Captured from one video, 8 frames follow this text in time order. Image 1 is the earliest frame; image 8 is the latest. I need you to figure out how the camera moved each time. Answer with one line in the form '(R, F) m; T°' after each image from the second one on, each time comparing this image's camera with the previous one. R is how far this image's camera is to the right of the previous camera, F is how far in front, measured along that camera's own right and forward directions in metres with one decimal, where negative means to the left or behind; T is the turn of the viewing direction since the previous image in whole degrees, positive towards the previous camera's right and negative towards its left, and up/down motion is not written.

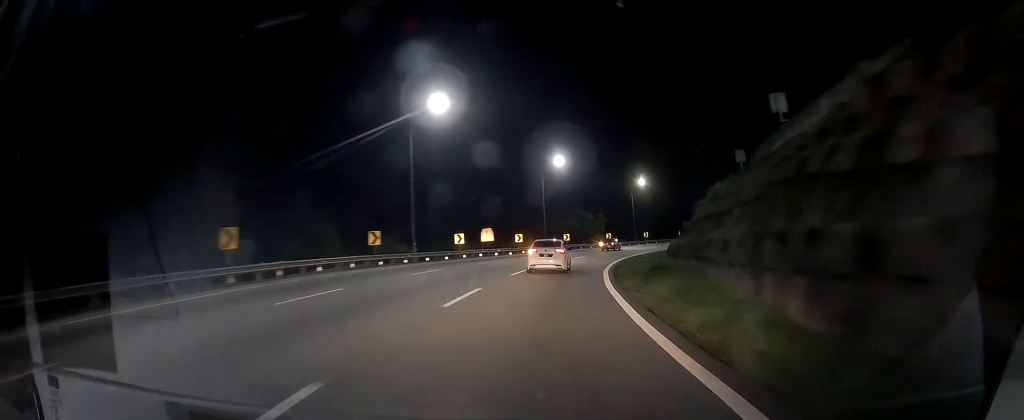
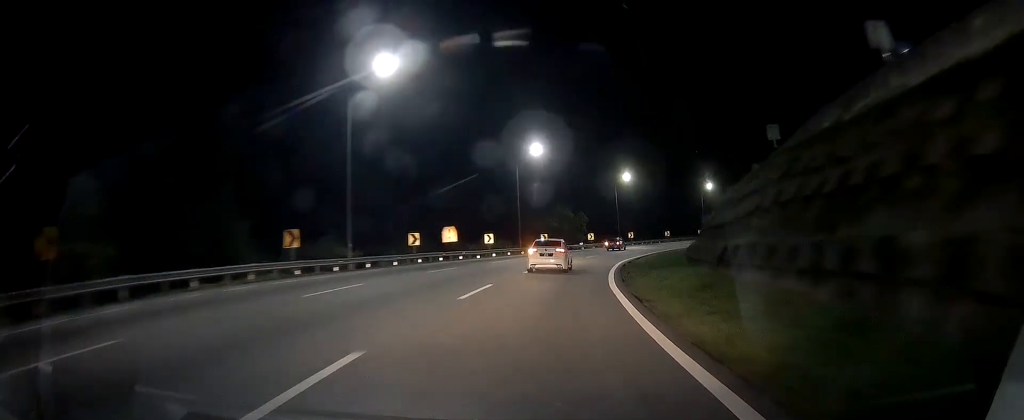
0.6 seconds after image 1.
(+0.5, +10.2) m; +2°
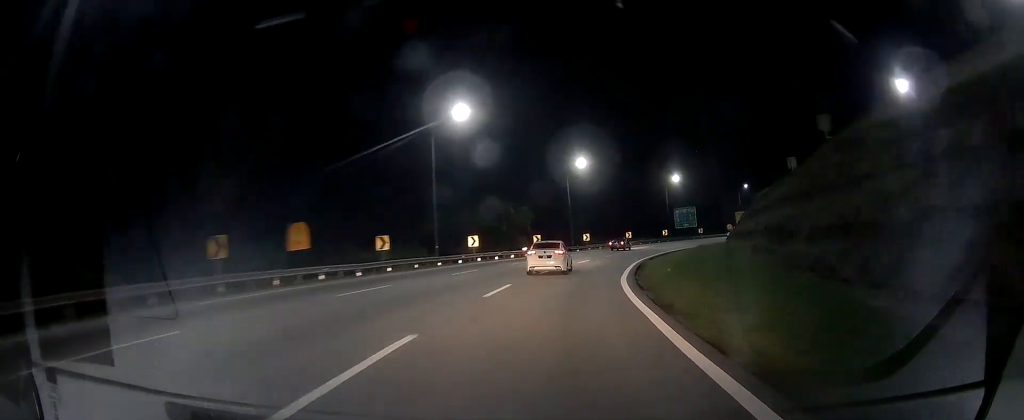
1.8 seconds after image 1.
(+0.7, +21.7) m; +6°
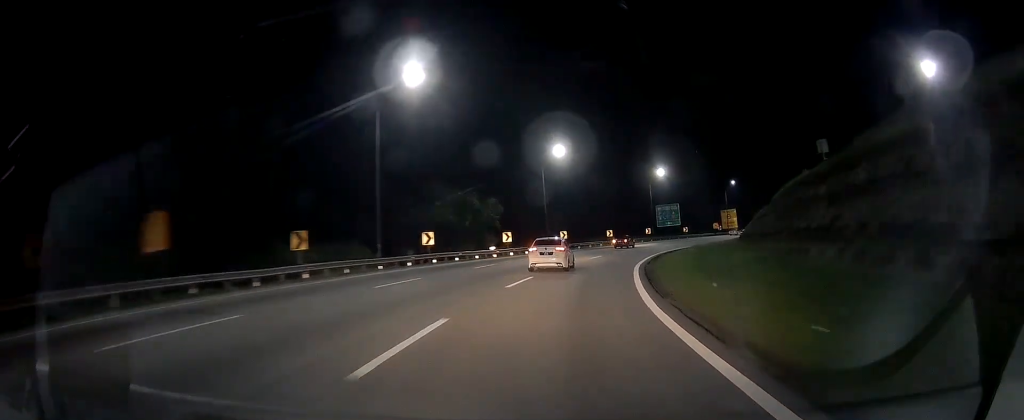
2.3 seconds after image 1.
(+0.4, +9.6) m; +3°
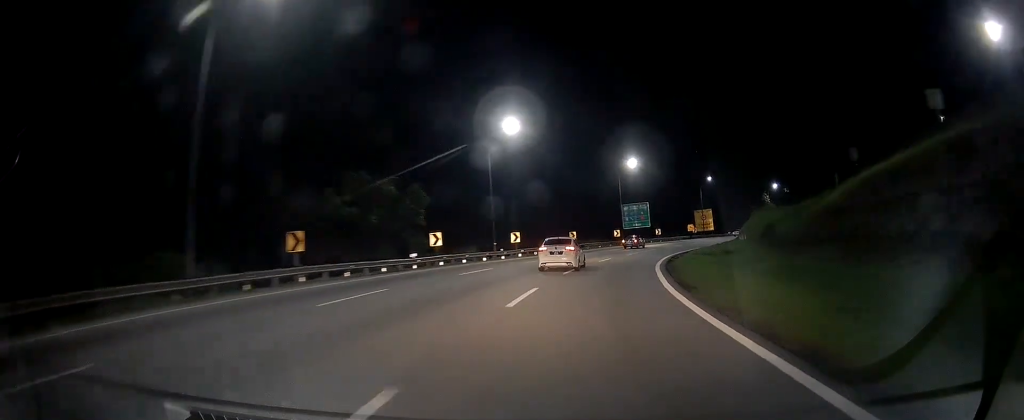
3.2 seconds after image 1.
(+1.1, +16.8) m; +5°
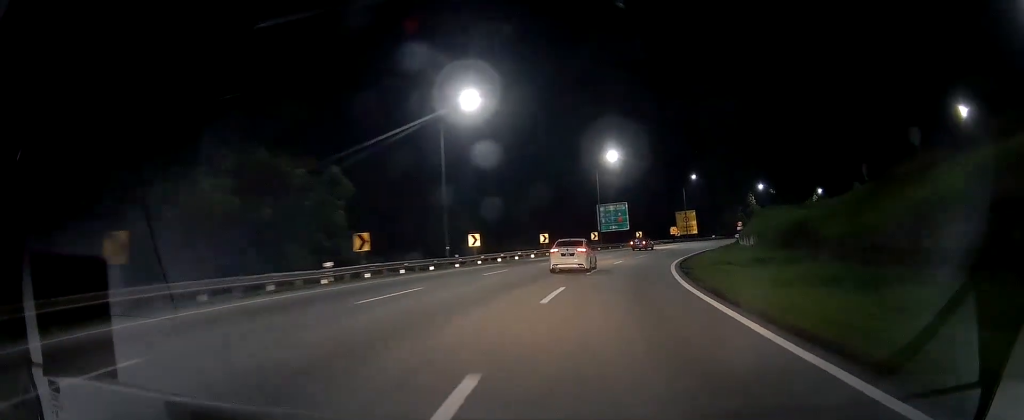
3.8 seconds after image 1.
(-0.1, +10.8) m; +2°
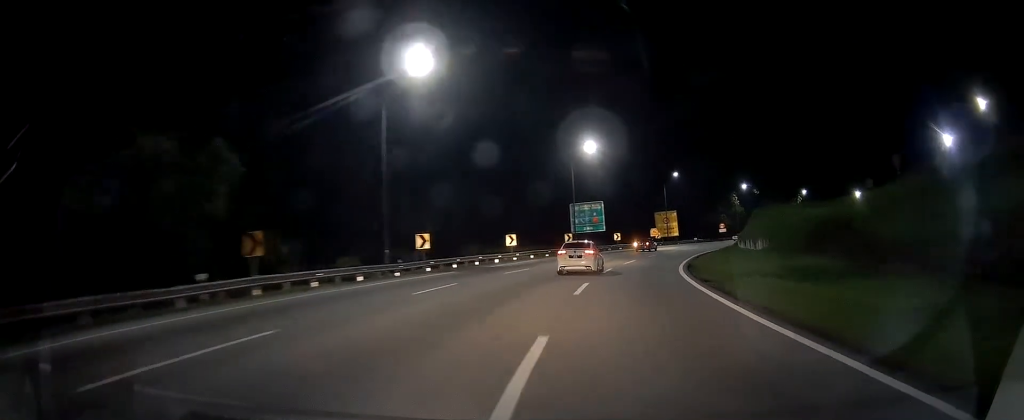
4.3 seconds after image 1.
(+0.3, +9.0) m; +4°
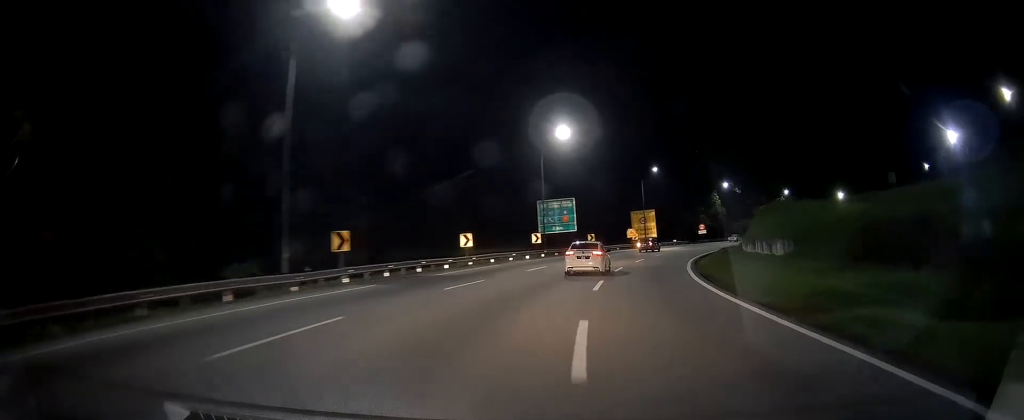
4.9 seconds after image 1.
(0.0, +9.6) m; +5°
